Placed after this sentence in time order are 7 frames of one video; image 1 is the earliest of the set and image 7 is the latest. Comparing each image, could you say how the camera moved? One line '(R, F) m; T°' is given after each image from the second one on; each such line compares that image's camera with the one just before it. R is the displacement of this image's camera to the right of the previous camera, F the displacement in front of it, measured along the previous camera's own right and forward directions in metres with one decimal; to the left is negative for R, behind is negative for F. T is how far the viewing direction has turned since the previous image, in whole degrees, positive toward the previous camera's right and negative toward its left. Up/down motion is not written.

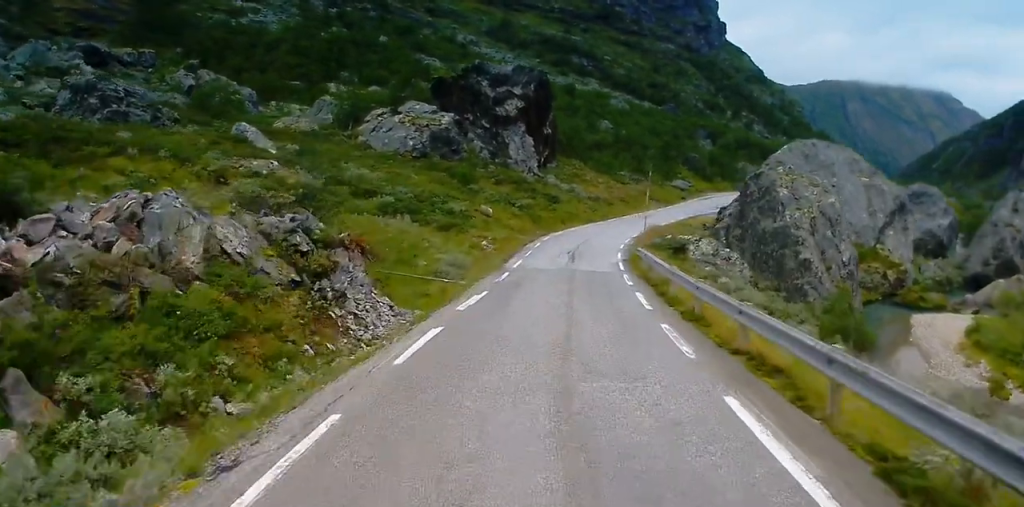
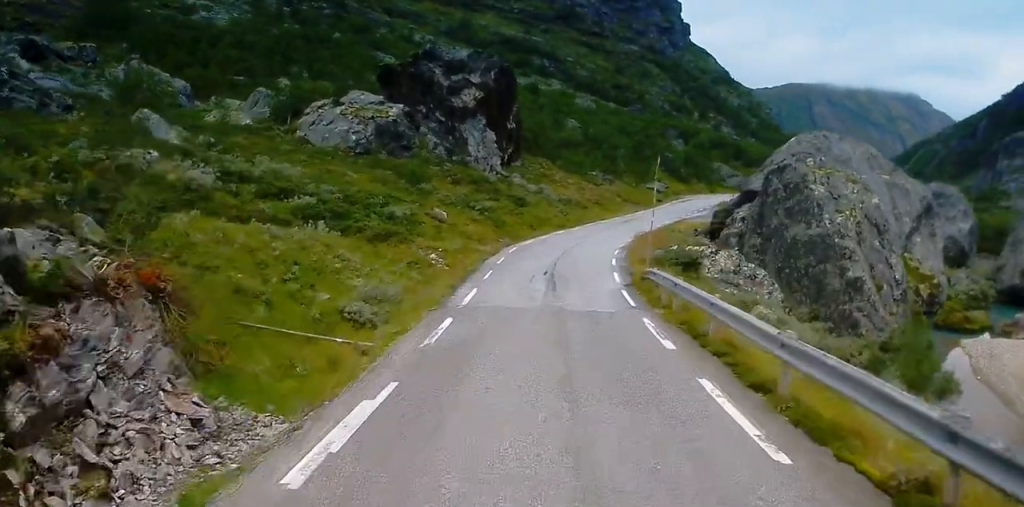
(+0.1, +11.1) m; 0°
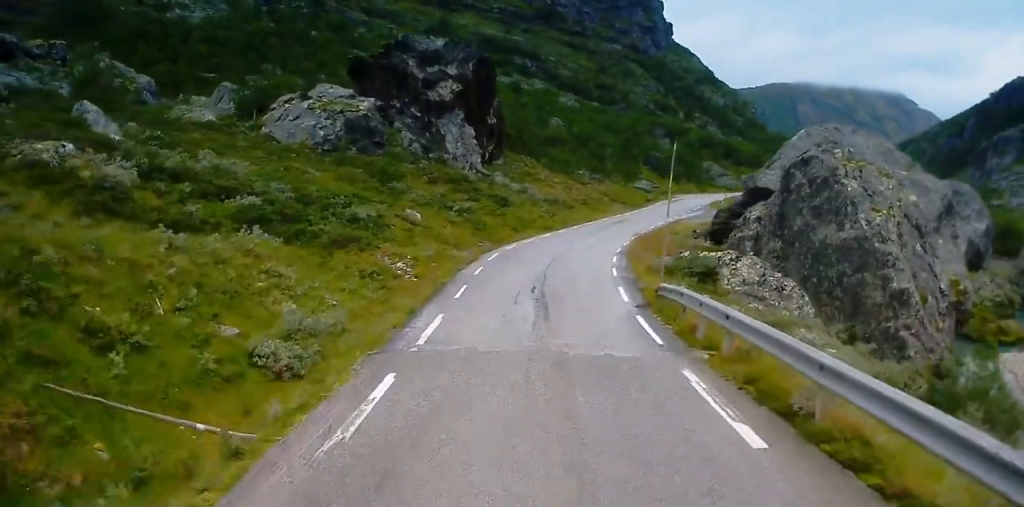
(+0.1, +5.7) m; -1°
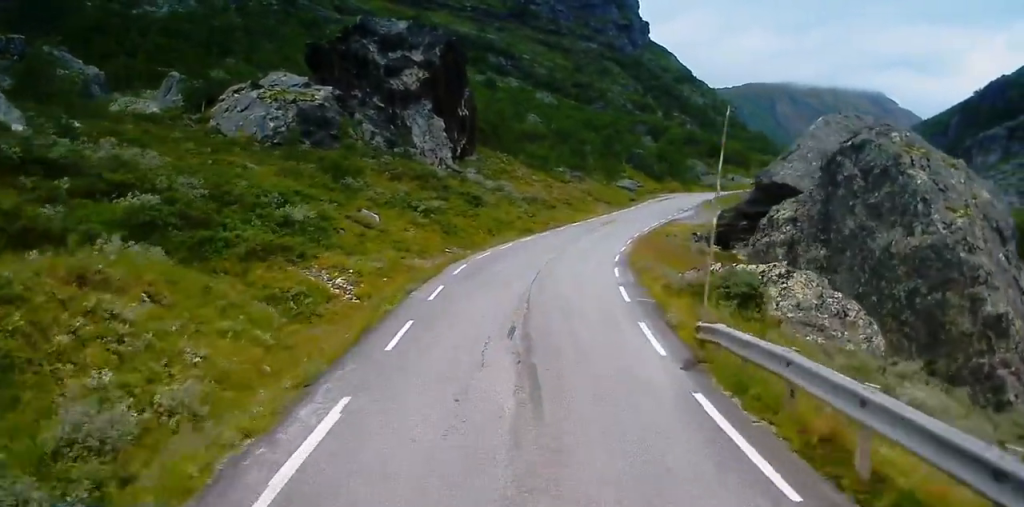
(-0.2, +7.4) m; +1°
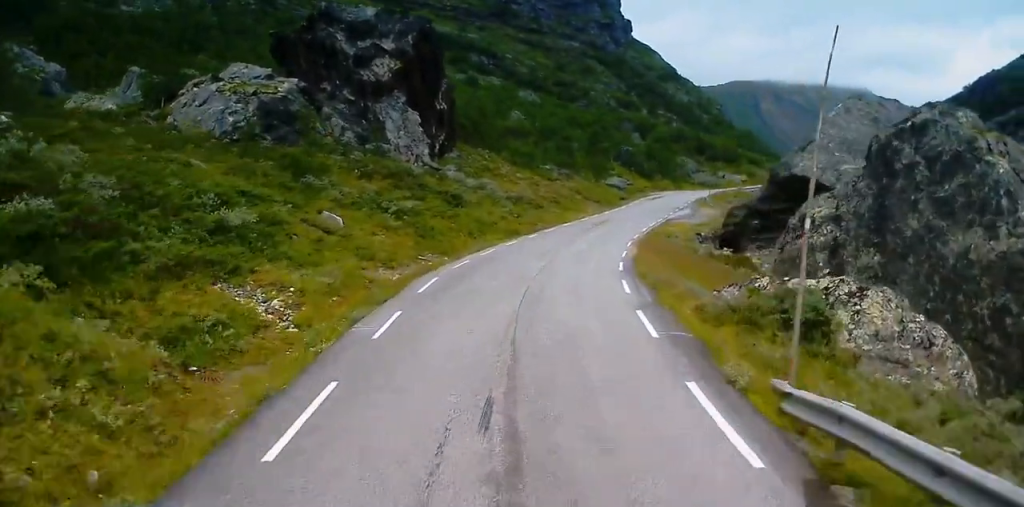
(-0.2, +5.4) m; +1°
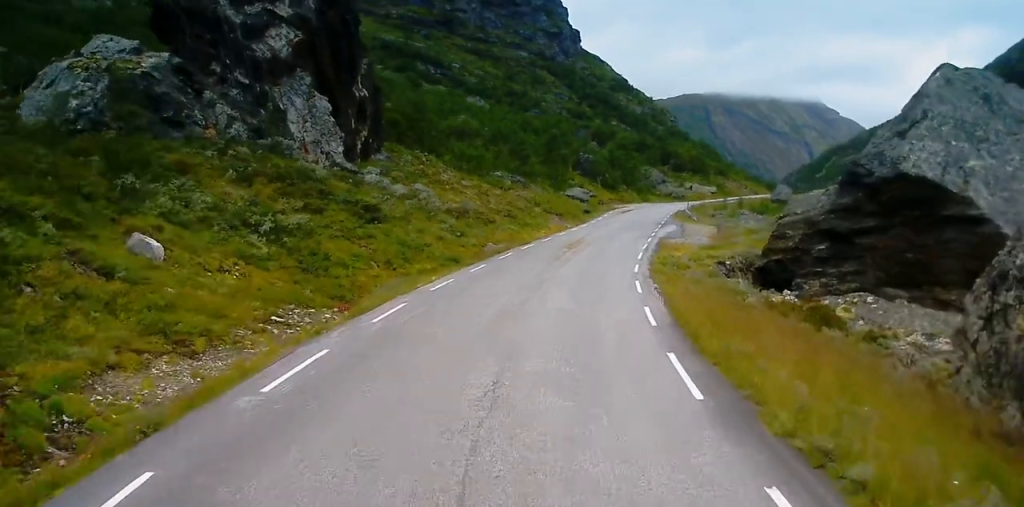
(+1.1, +15.6) m; +5°
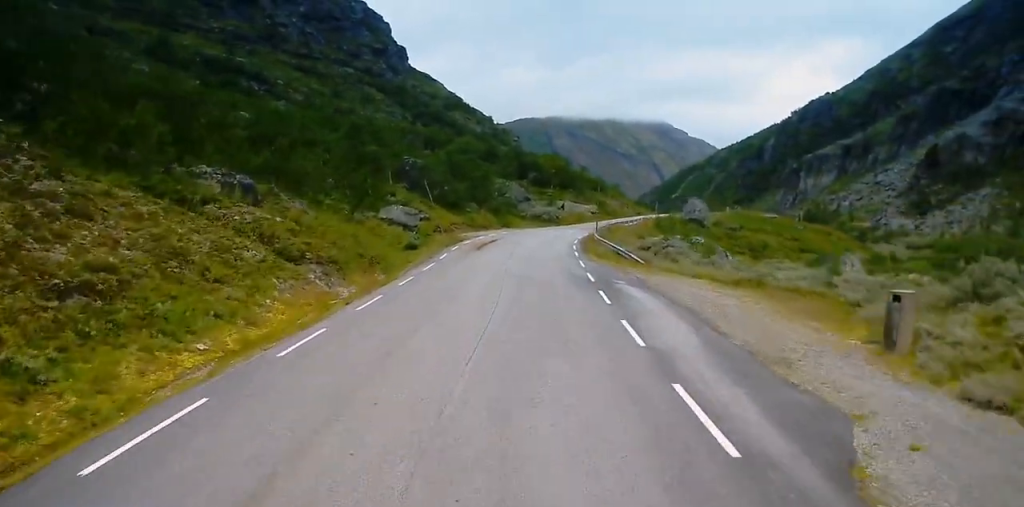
(+5.1, +45.2) m; +12°
